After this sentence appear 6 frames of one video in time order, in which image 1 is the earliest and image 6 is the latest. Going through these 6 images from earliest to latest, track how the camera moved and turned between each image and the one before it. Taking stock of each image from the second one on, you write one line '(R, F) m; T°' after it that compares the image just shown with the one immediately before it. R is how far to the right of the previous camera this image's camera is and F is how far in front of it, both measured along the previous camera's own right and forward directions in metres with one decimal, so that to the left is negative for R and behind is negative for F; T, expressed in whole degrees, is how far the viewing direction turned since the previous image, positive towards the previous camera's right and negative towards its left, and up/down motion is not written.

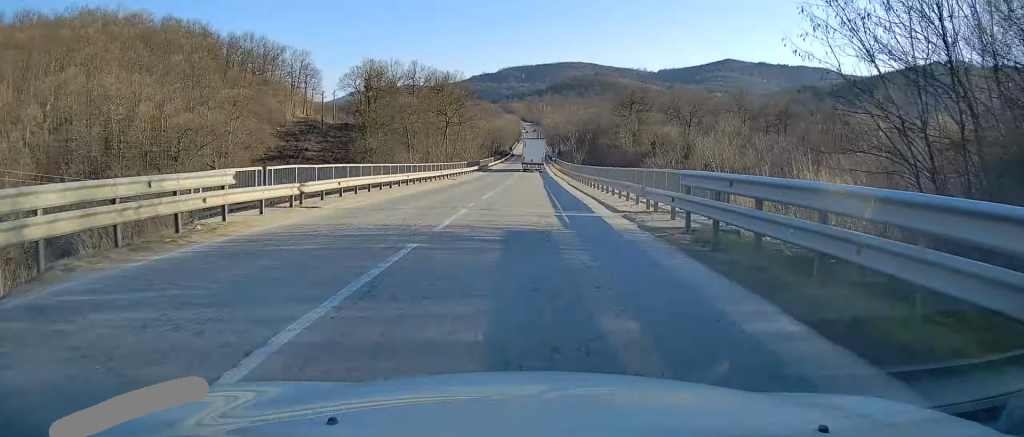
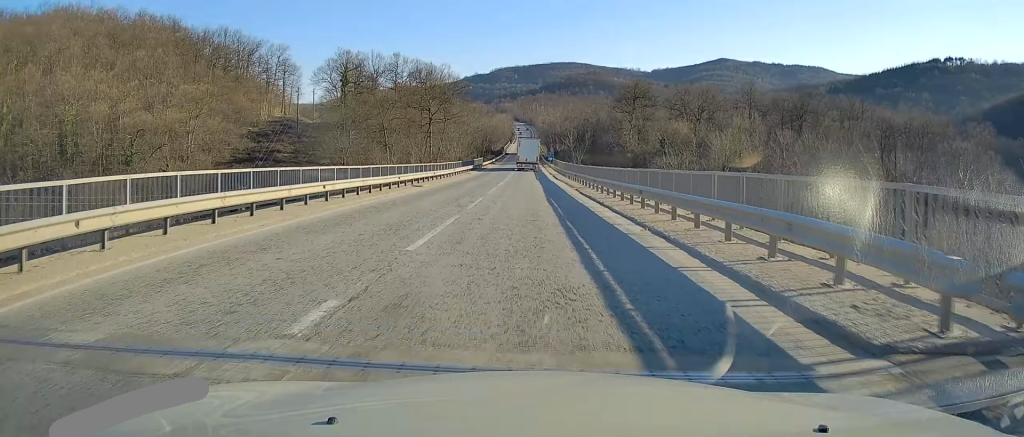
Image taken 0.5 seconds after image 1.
(0.0, +13.3) m; 0°
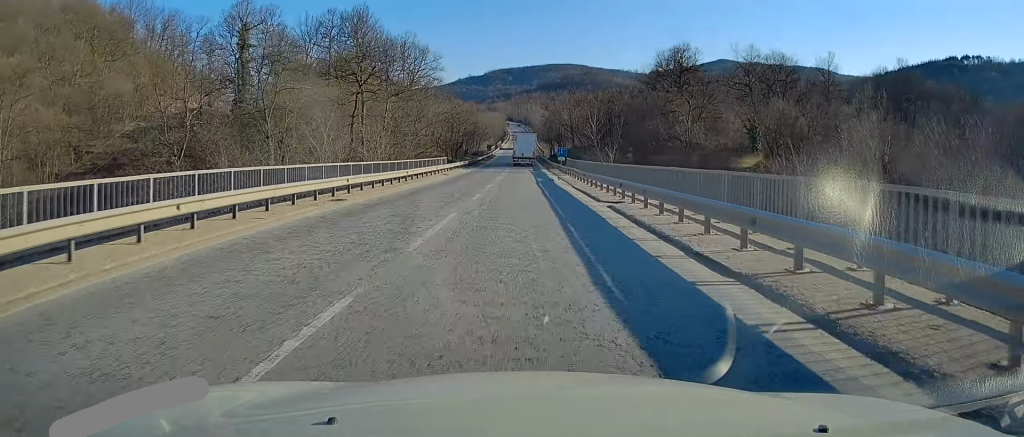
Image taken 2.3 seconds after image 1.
(+0.4, +44.9) m; +1°
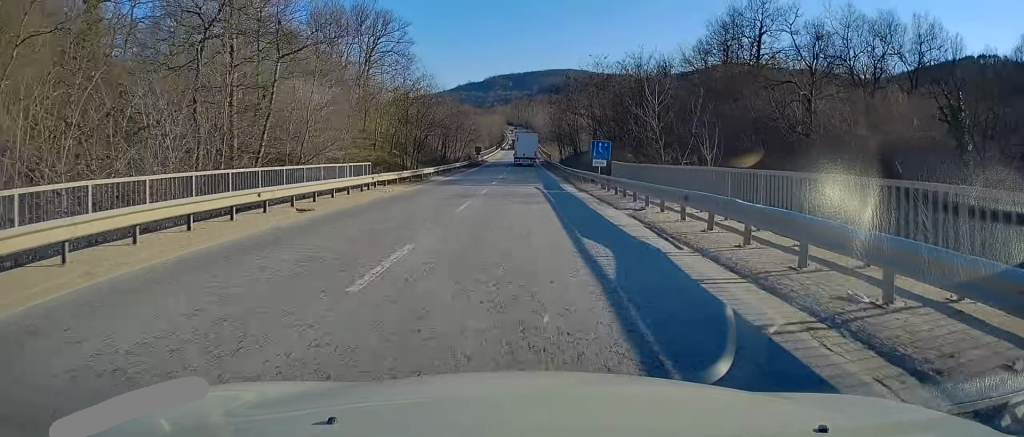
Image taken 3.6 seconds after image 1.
(-0.1, +32.4) m; 0°
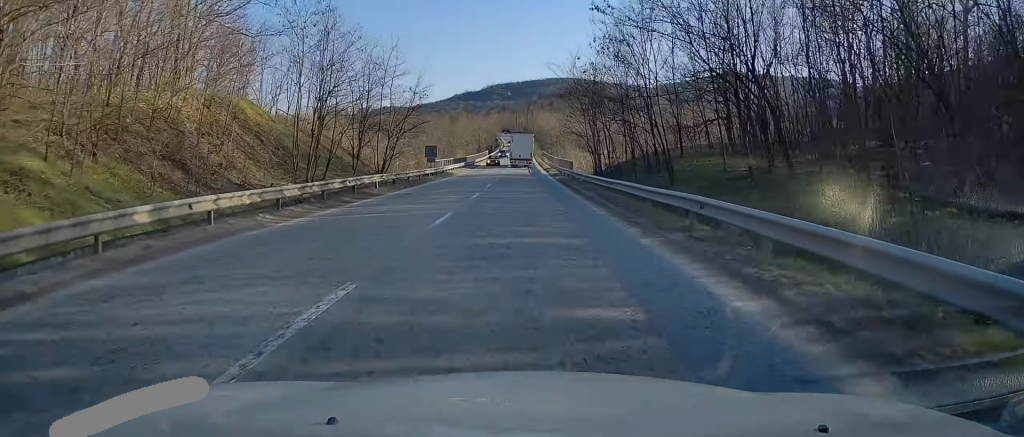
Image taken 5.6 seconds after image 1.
(-0.1, +47.6) m; 0°
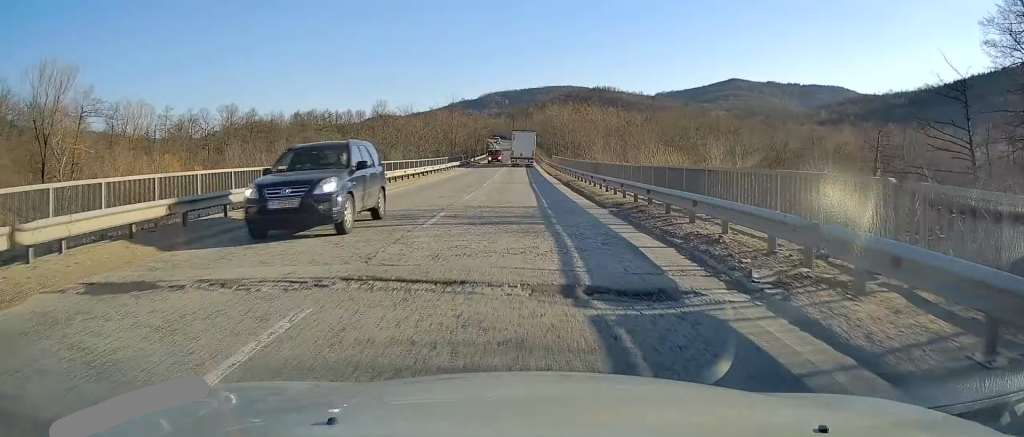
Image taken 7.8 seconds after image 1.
(+0.1, +54.0) m; 0°
